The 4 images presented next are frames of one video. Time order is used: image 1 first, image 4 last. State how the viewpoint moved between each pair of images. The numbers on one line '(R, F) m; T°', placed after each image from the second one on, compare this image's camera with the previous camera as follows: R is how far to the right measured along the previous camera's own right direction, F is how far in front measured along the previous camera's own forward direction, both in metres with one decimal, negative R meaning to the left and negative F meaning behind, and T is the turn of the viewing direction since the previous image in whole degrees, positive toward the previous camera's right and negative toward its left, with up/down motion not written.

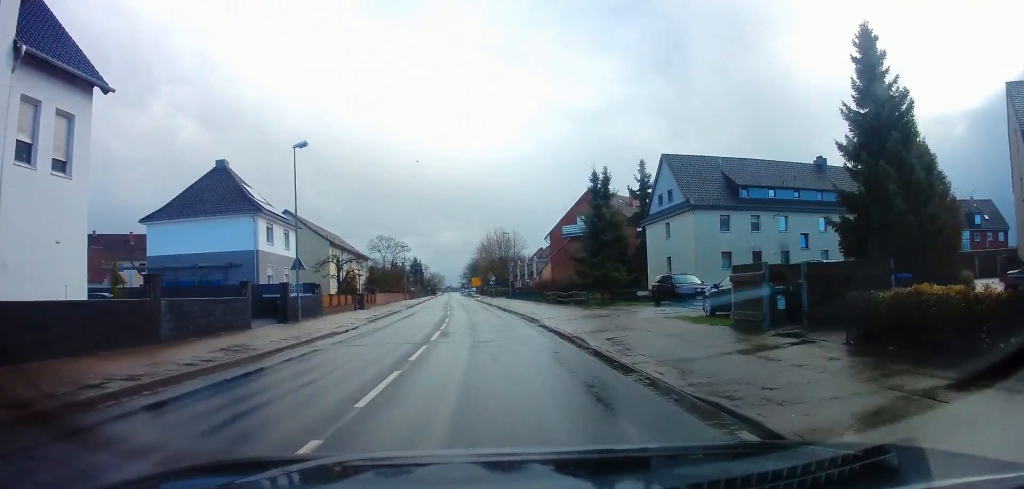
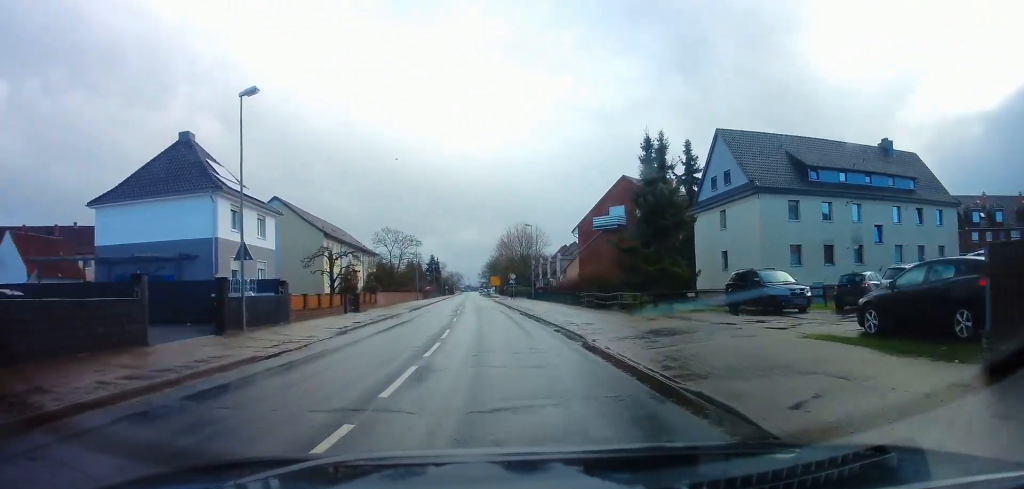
(-0.3, +8.2) m; -1°
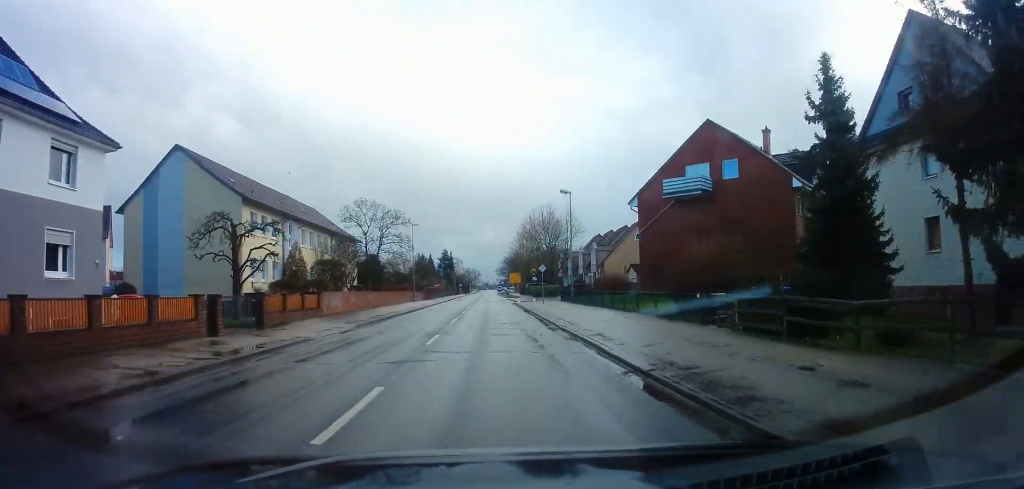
(-0.2, +20.2) m; -2°
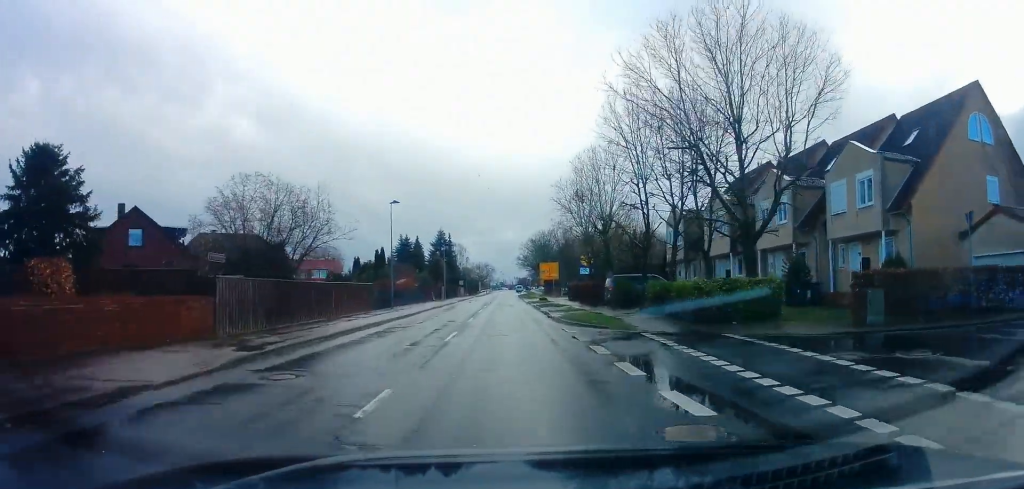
(-1.6, +61.5) m; -2°
